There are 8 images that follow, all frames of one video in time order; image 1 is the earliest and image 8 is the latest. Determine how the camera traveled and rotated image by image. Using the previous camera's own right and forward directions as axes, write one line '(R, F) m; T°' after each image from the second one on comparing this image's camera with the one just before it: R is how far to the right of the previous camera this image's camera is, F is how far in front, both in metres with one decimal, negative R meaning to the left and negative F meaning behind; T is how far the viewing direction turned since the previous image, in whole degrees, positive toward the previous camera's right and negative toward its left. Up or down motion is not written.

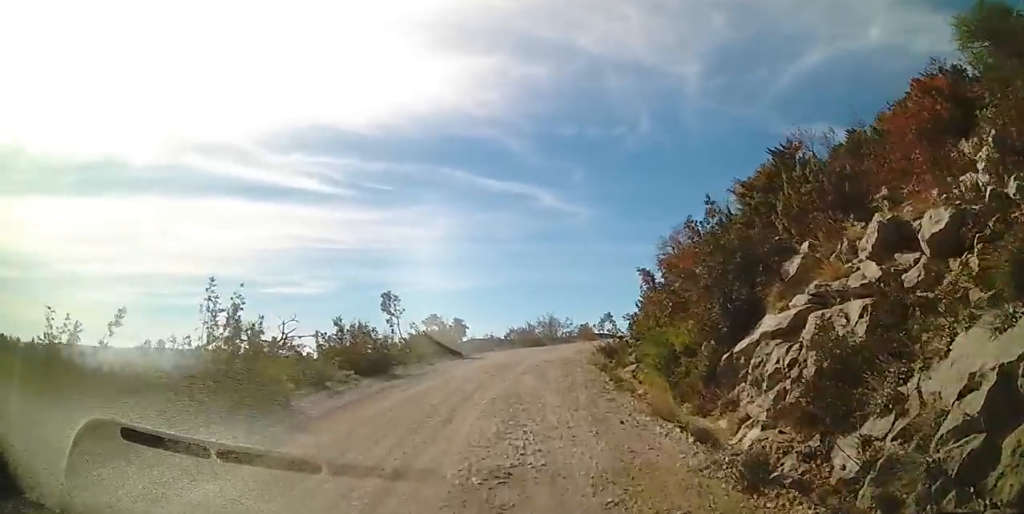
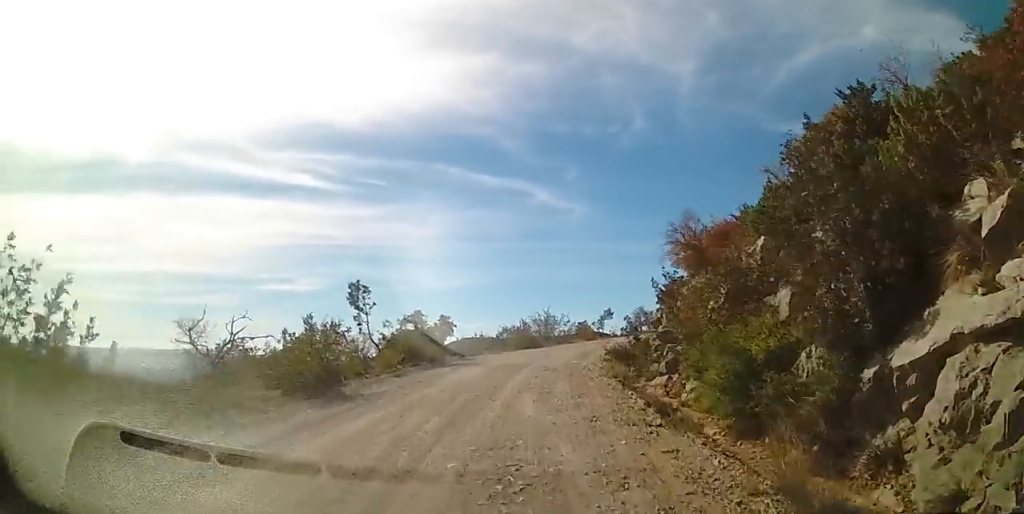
(0.0, +4.1) m; +1°
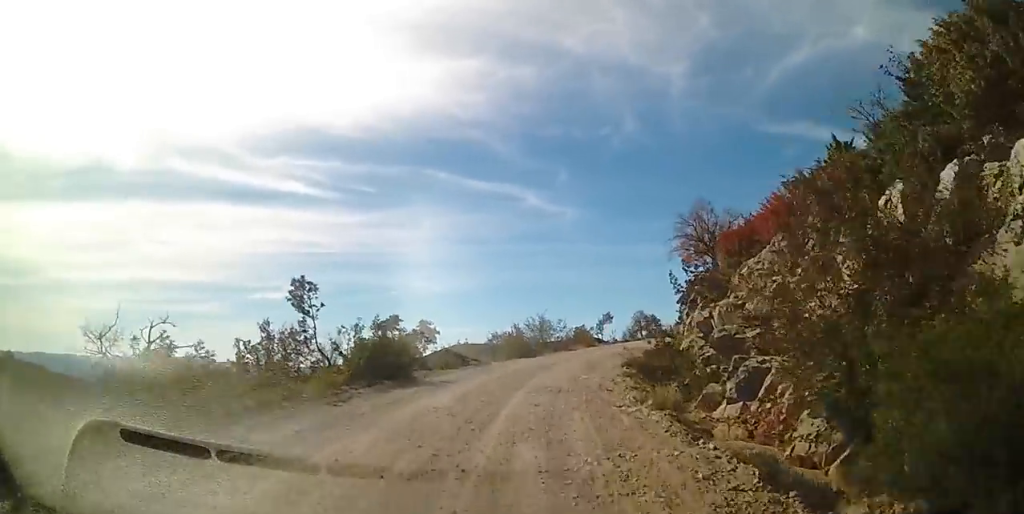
(+0.2, +4.5) m; +2°
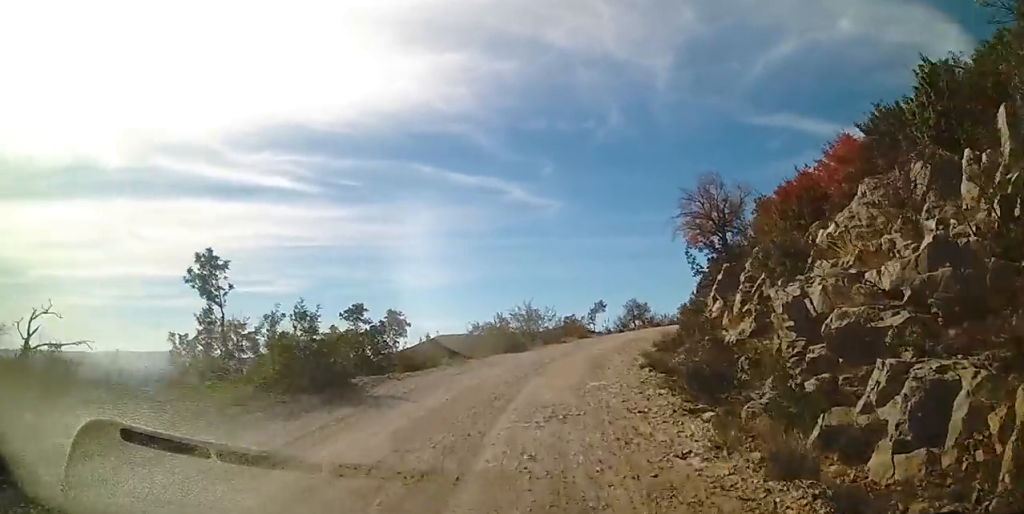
(+0.1, +4.2) m; +2°
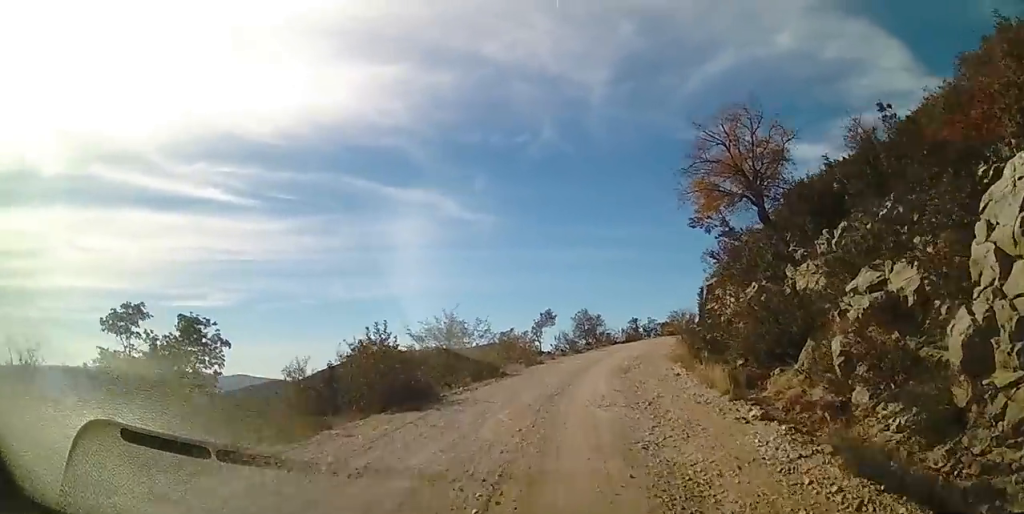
(+0.8, +11.9) m; +7°
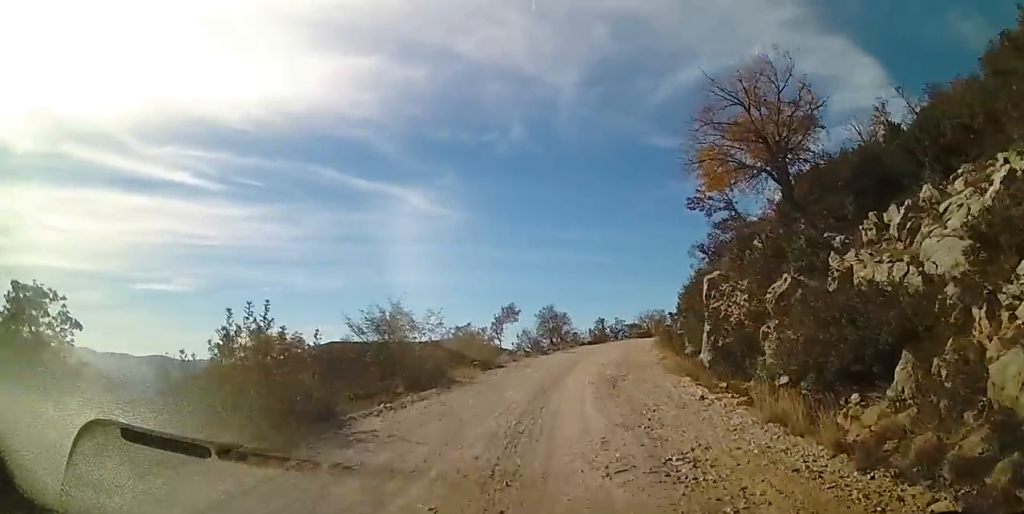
(0.0, +4.3) m; +3°
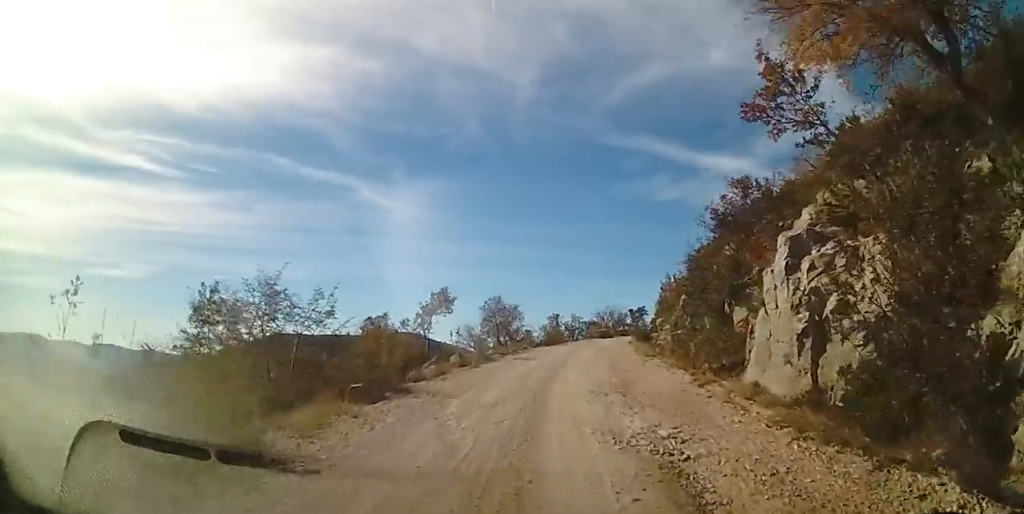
(+0.6, +8.5) m; +4°
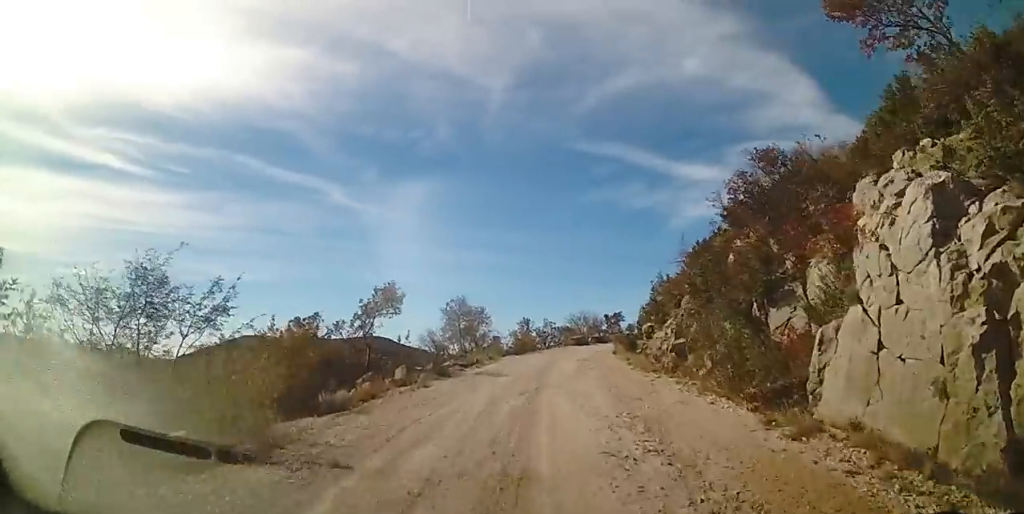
(0.0, +4.6) m; +3°
